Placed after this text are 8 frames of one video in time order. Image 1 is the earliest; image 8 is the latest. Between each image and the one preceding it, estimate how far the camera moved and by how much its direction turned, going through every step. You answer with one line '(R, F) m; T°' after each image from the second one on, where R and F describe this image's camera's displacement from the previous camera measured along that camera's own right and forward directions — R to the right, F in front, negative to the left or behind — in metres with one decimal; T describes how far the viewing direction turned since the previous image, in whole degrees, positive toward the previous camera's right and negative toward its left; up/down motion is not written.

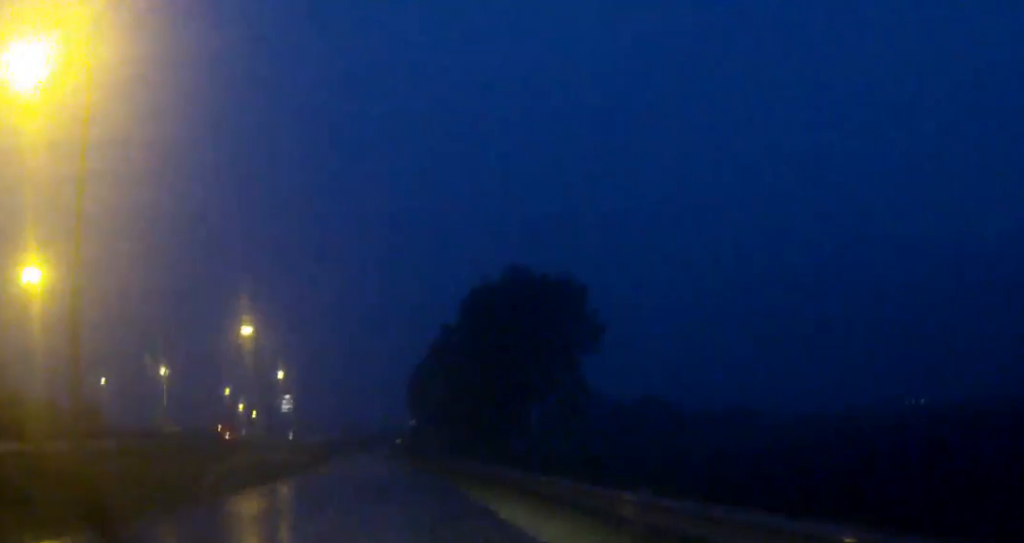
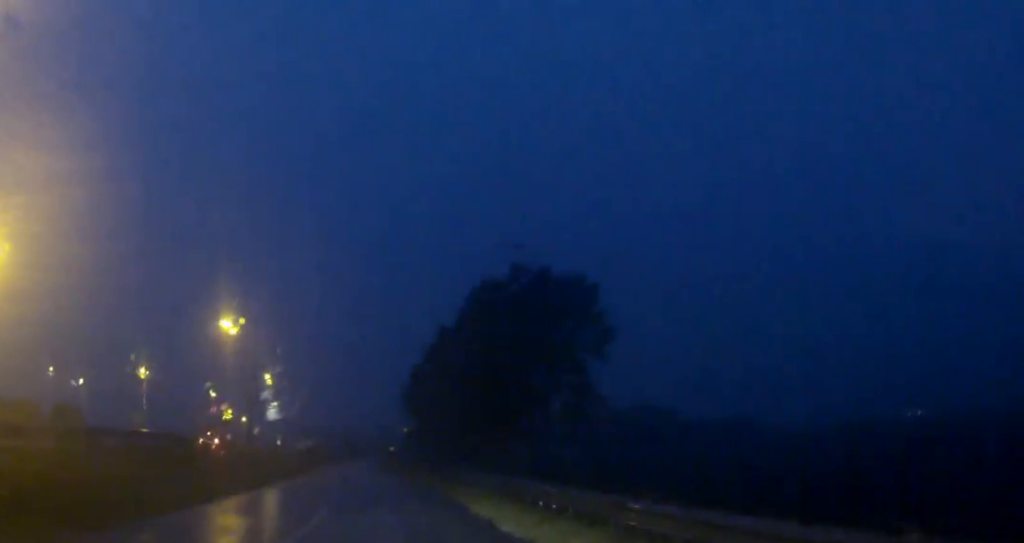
(0.0, +7.6) m; 0°
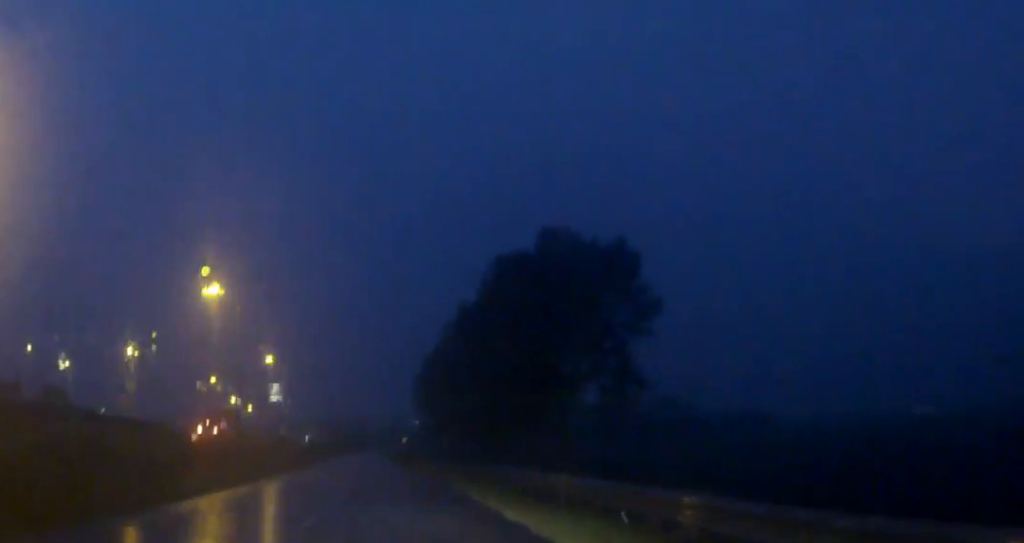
(0.0, +10.9) m; -1°
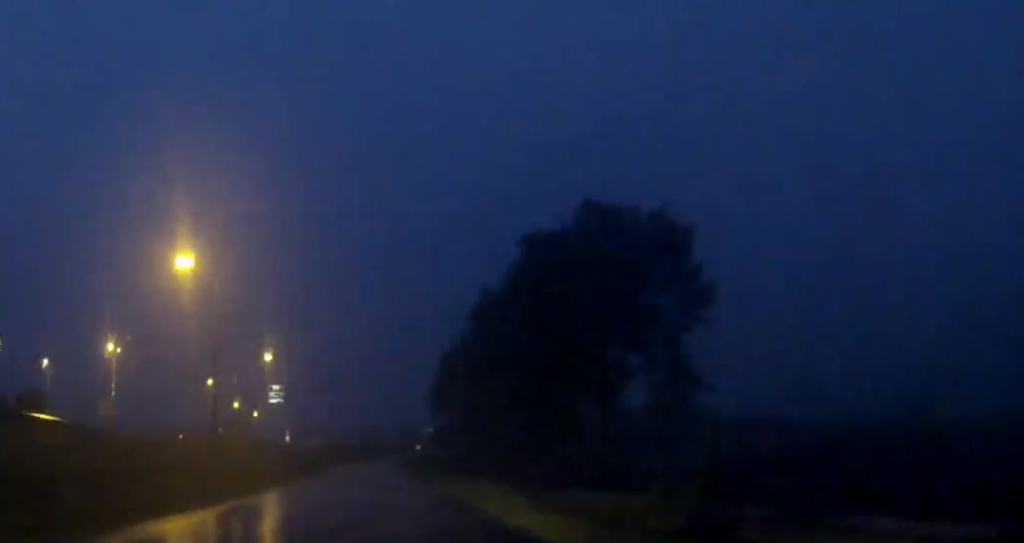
(-0.1, +11.8) m; -1°
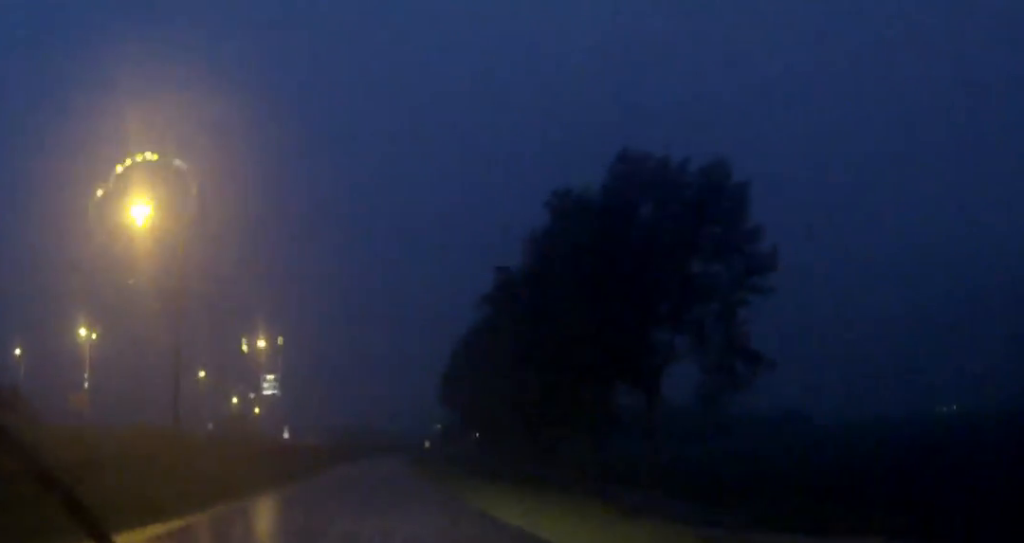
(-0.1, +10.3) m; 0°
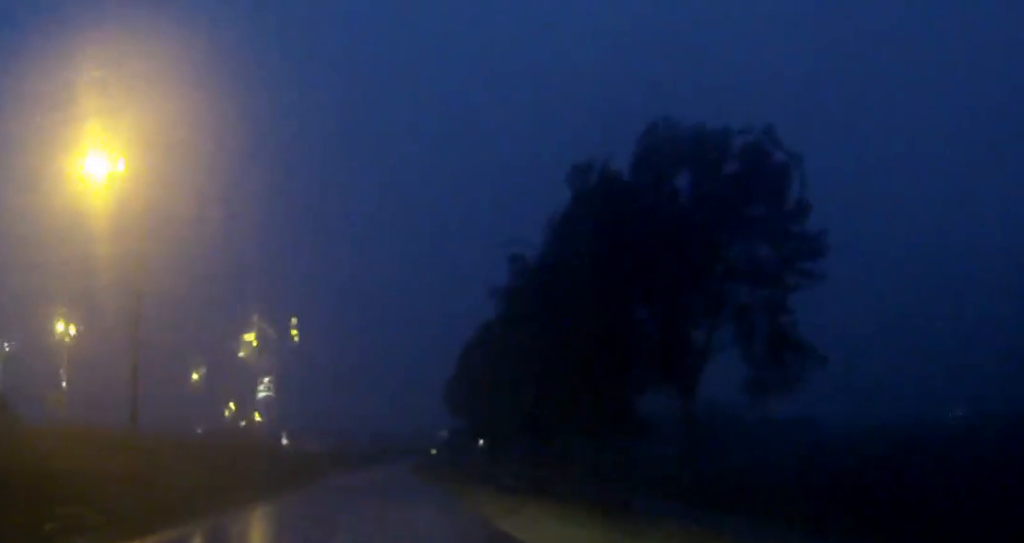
(0.0, +6.9) m; 0°
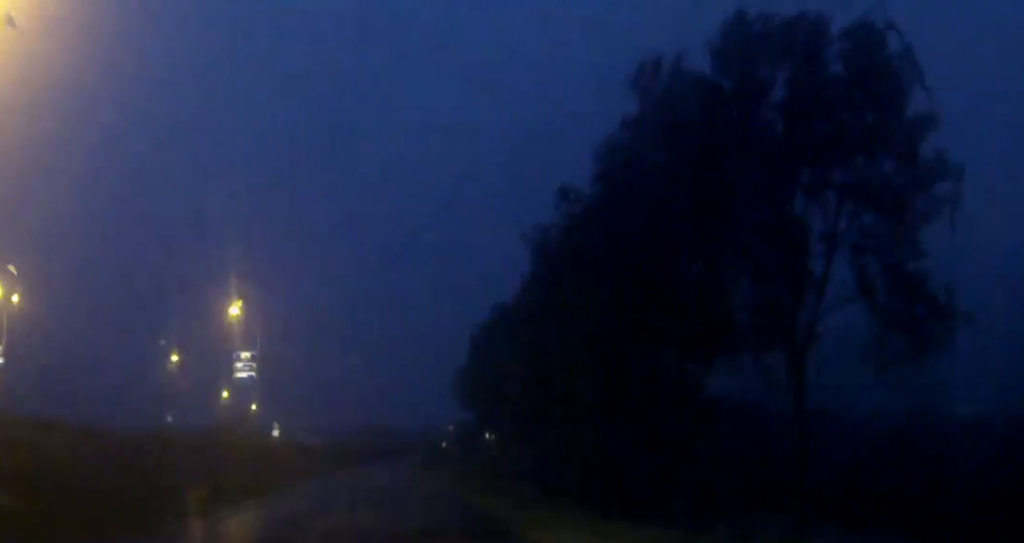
(0.0, +13.9) m; 0°
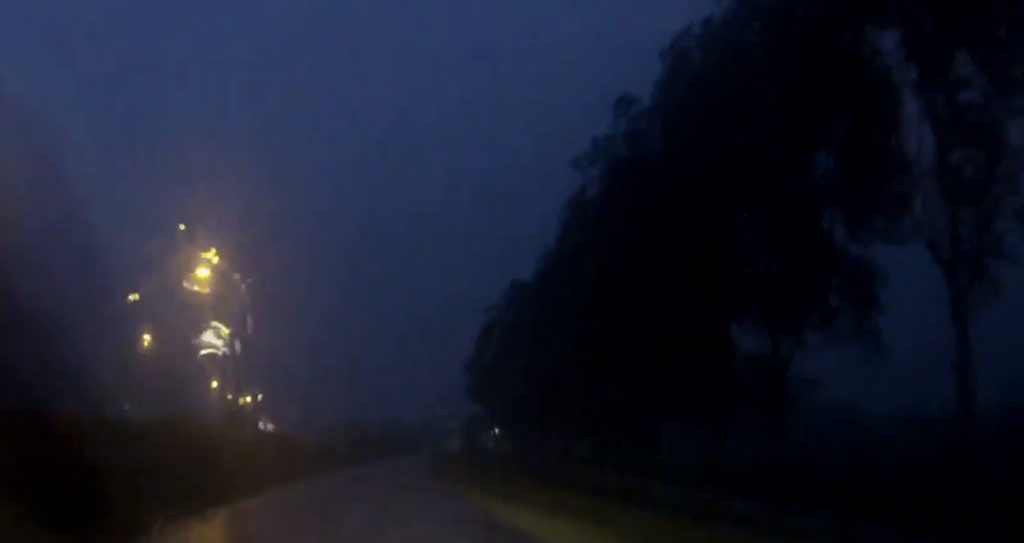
(0.0, +13.2) m; 0°
